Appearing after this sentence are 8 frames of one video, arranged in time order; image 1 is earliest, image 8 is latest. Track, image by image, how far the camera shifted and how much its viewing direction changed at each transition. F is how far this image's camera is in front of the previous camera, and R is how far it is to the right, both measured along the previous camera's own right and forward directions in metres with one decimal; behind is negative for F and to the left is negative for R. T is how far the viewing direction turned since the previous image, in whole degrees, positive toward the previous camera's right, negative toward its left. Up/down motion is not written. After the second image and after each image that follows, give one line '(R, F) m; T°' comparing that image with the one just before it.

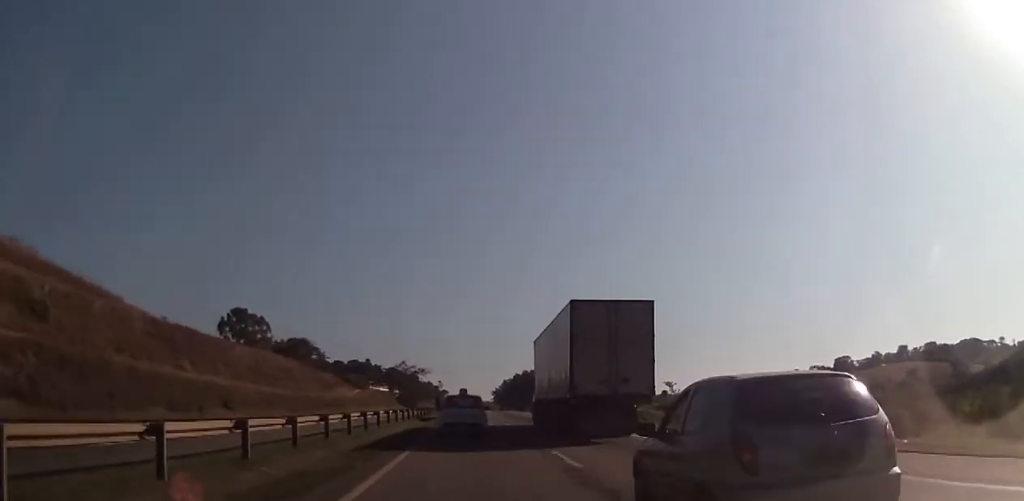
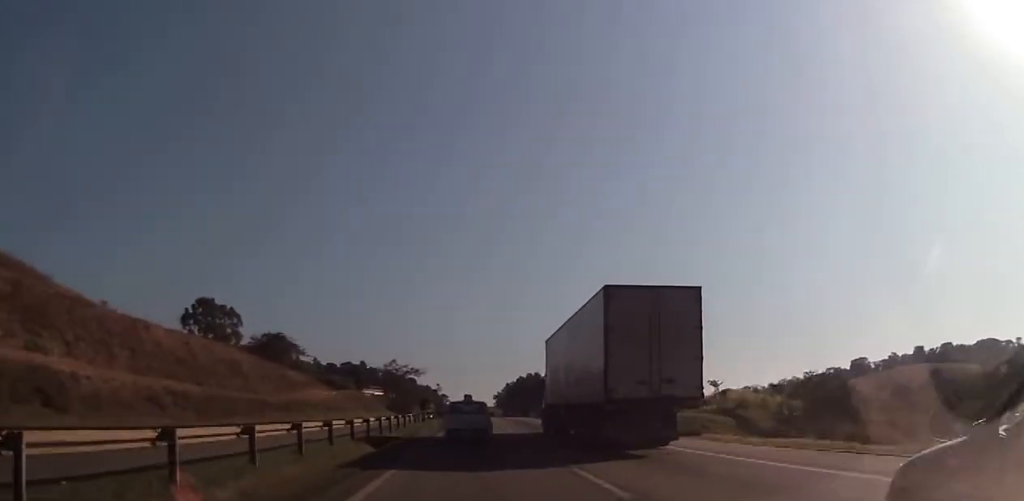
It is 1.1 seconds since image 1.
(+0.1, +28.1) m; 0°
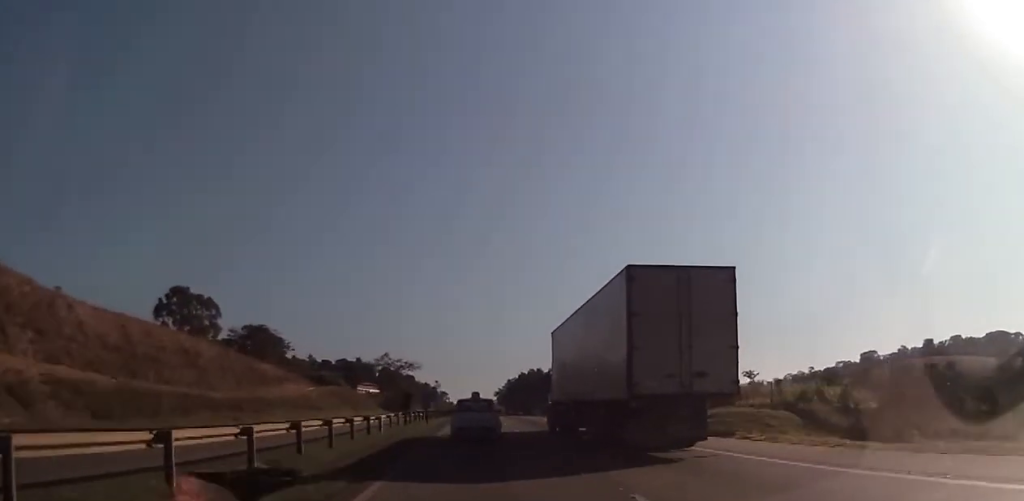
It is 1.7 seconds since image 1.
(-0.1, +16.1) m; -1°
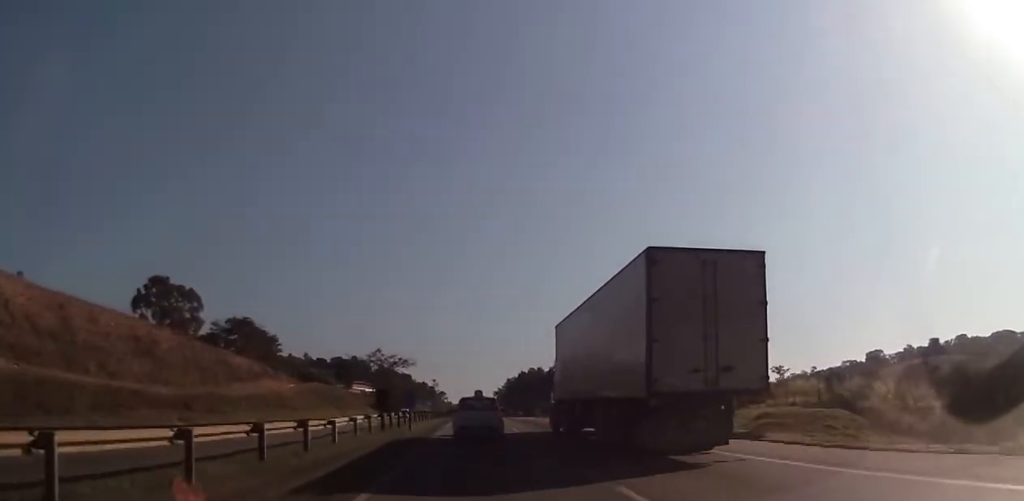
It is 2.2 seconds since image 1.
(-0.1, +11.2) m; 0°
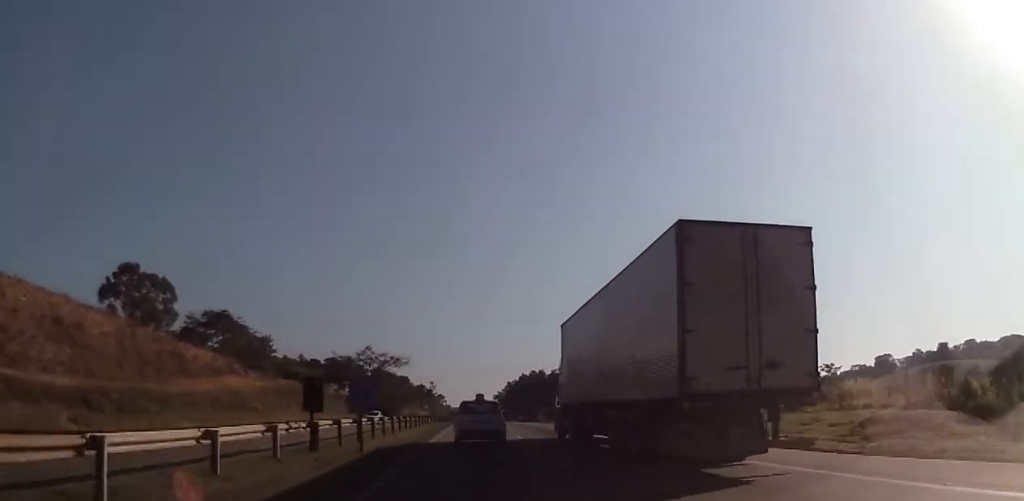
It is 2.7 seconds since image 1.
(-0.1, +14.7) m; 0°
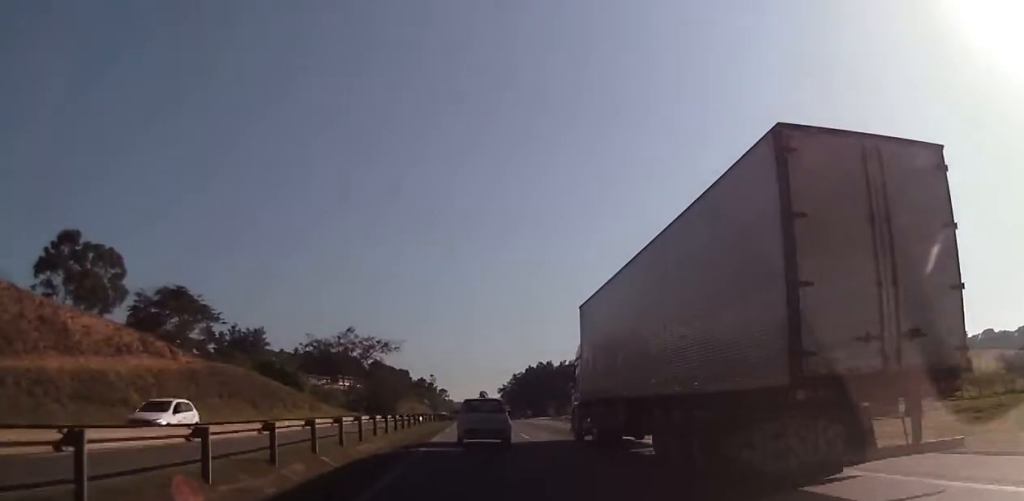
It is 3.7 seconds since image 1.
(+0.2, +24.4) m; 0°
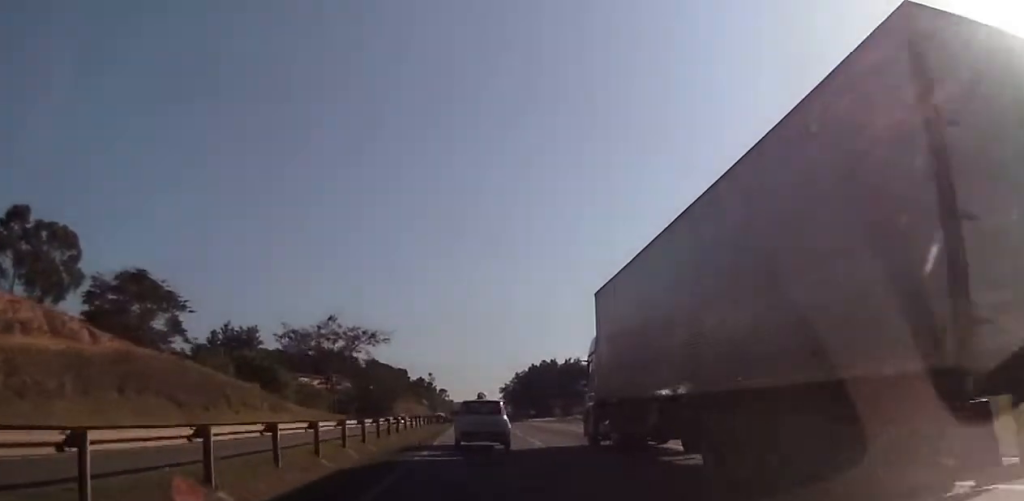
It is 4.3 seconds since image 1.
(0.0, +16.0) m; 0°
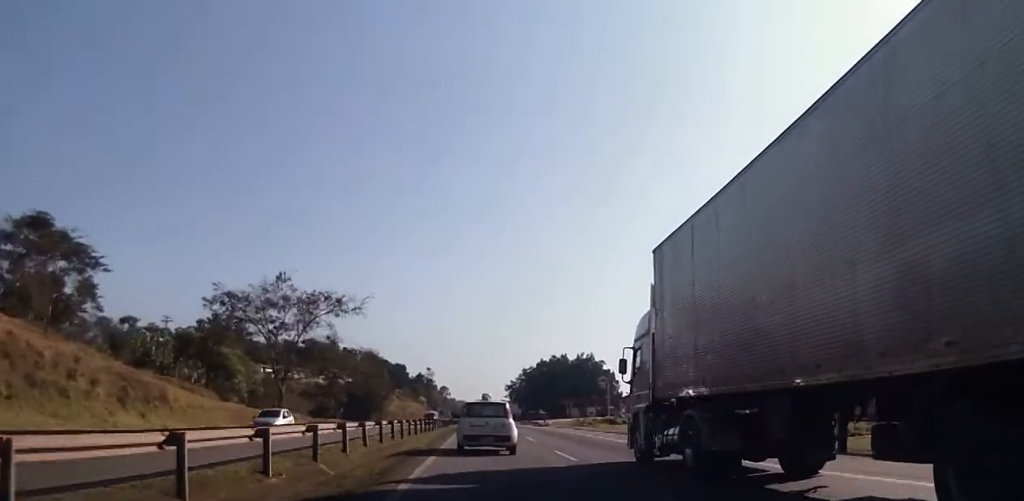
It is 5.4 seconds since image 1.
(-0.3, +29.7) m; 0°
